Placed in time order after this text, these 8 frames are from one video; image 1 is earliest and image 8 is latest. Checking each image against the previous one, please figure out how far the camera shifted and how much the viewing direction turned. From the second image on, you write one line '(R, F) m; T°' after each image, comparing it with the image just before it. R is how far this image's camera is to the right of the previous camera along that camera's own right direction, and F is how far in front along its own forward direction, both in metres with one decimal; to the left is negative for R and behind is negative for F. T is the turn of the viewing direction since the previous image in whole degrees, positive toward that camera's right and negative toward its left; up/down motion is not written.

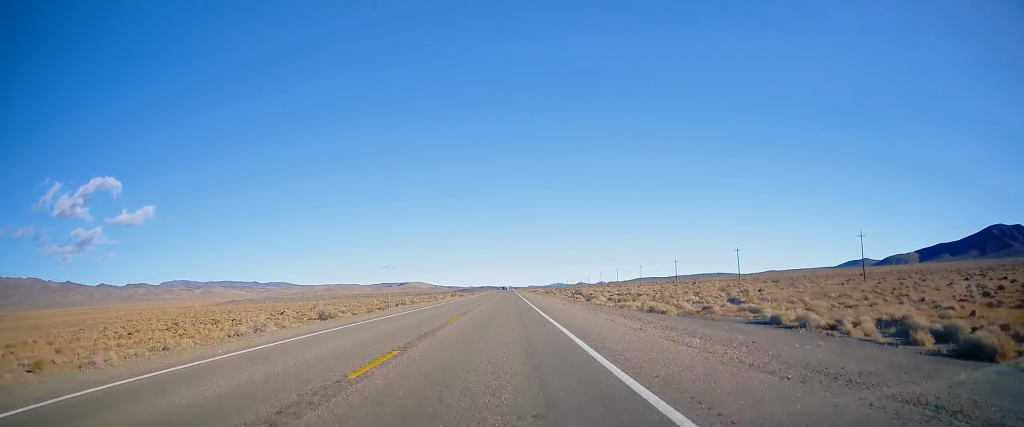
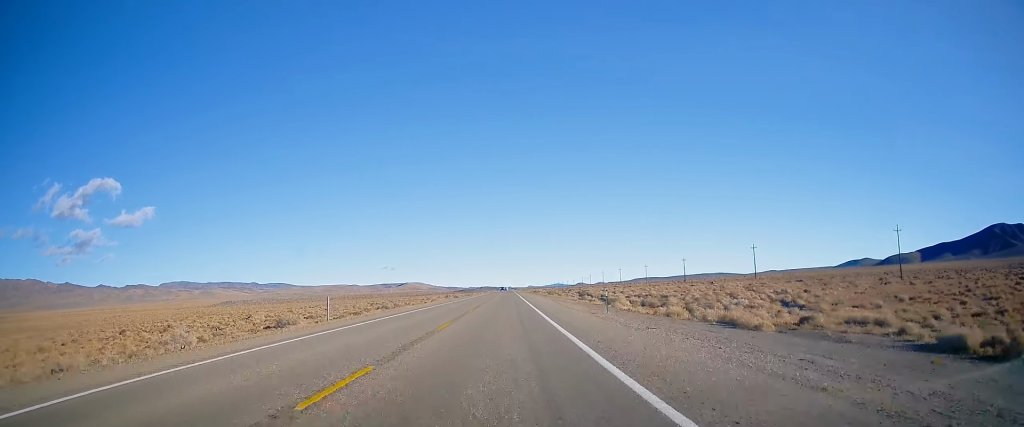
(-0.2, +14.3) m; 0°
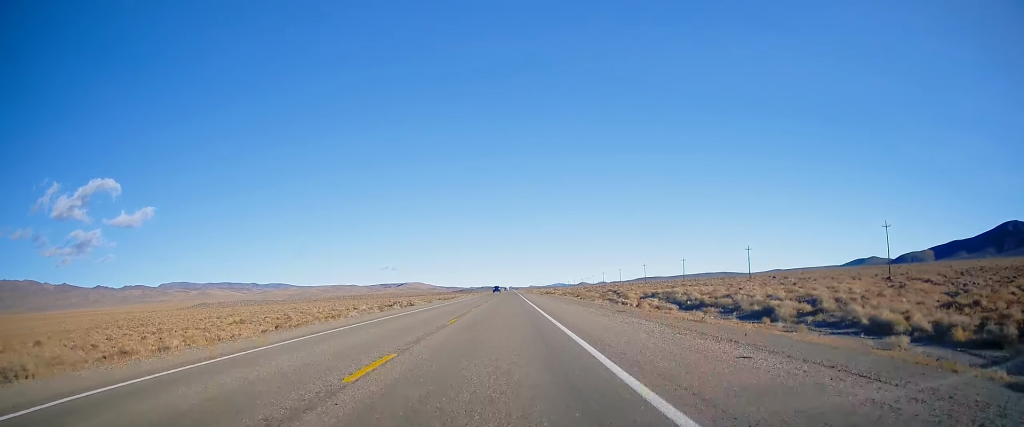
(+0.2, +71.4) m; 0°
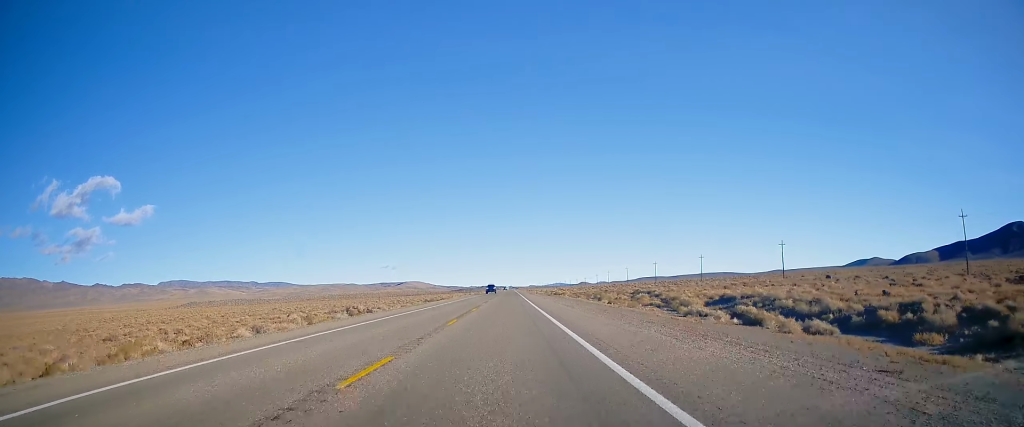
(+0.1, +24.7) m; 0°
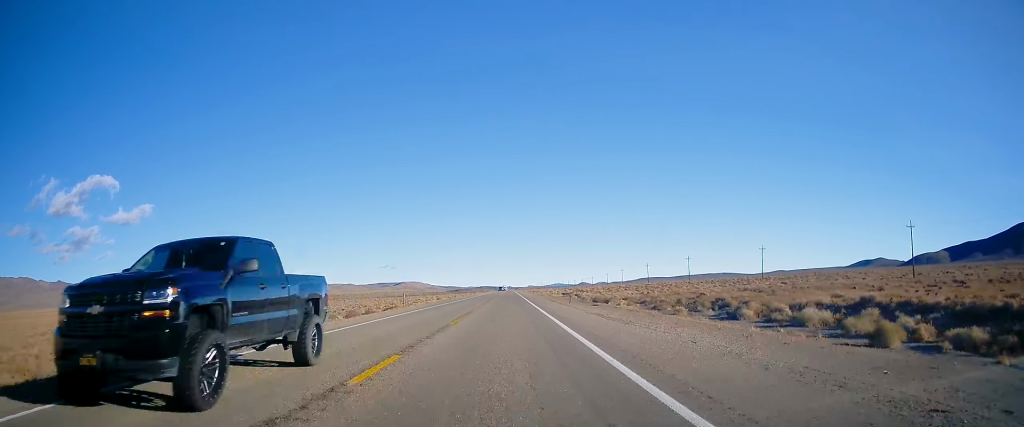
(-0.9, +60.0) m; 0°
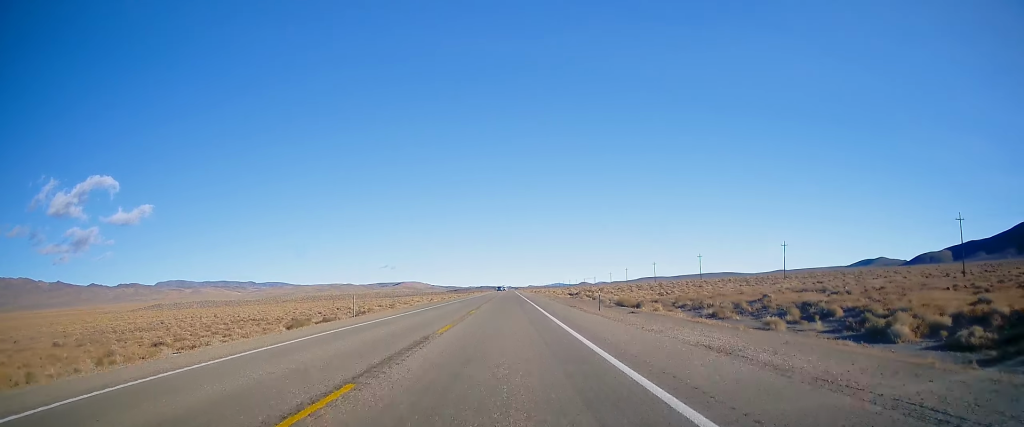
(+0.2, +15.3) m; 0°
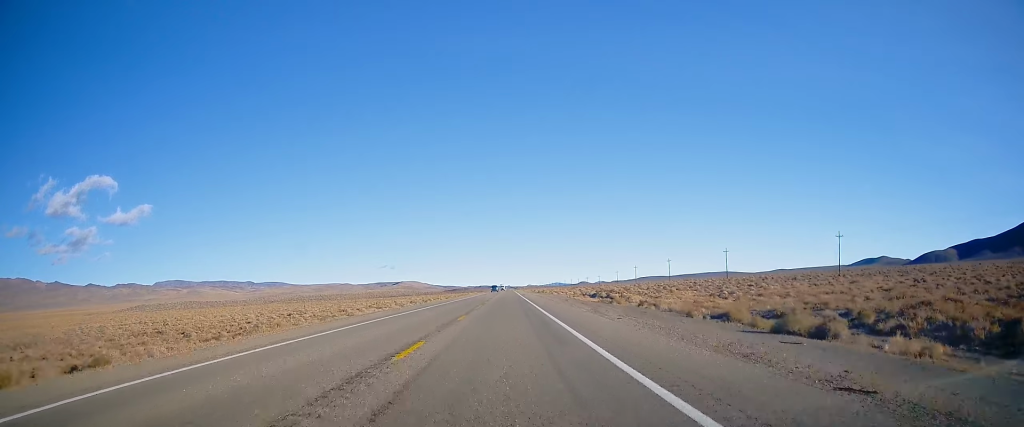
(+0.4, +30.7) m; 0°
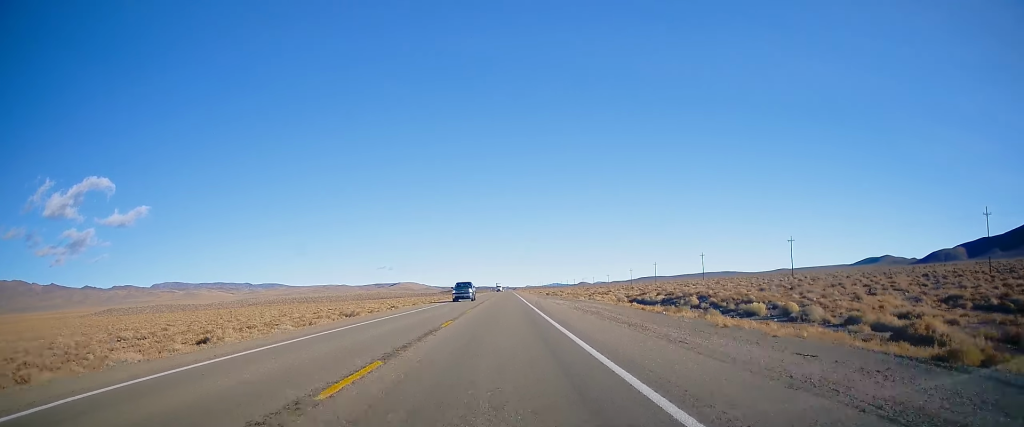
(-0.7, +52.0) m; -1°
